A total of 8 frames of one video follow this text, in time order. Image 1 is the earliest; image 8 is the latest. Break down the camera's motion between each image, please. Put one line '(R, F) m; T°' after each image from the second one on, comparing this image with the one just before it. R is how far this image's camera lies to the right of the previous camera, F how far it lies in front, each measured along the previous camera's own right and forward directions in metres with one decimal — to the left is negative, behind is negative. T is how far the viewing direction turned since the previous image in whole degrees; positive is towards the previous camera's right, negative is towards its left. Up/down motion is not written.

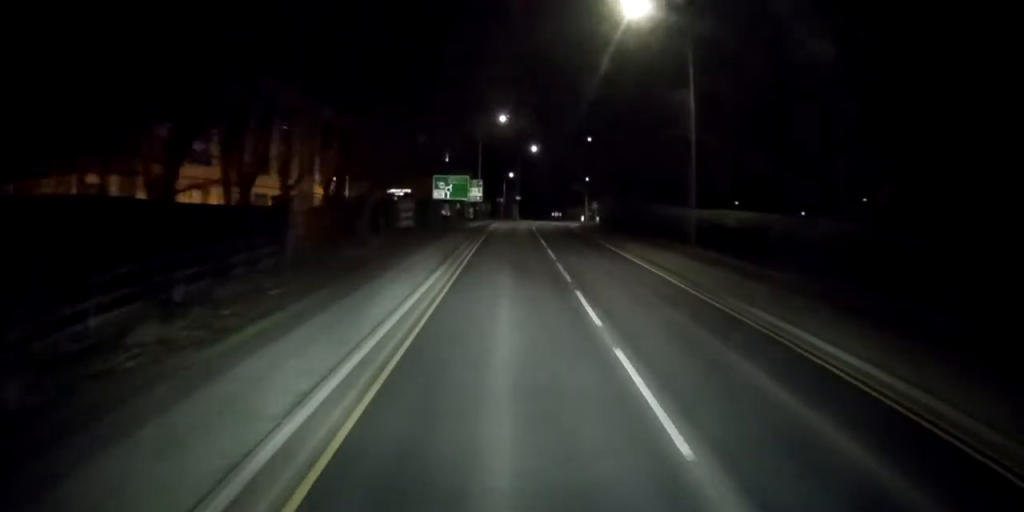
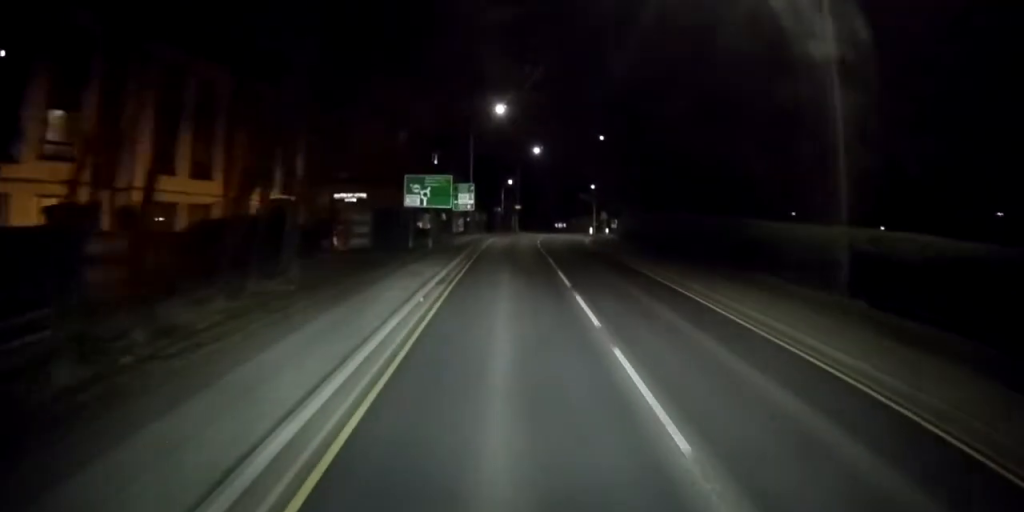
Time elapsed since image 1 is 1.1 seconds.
(+0.1, +12.0) m; +4°
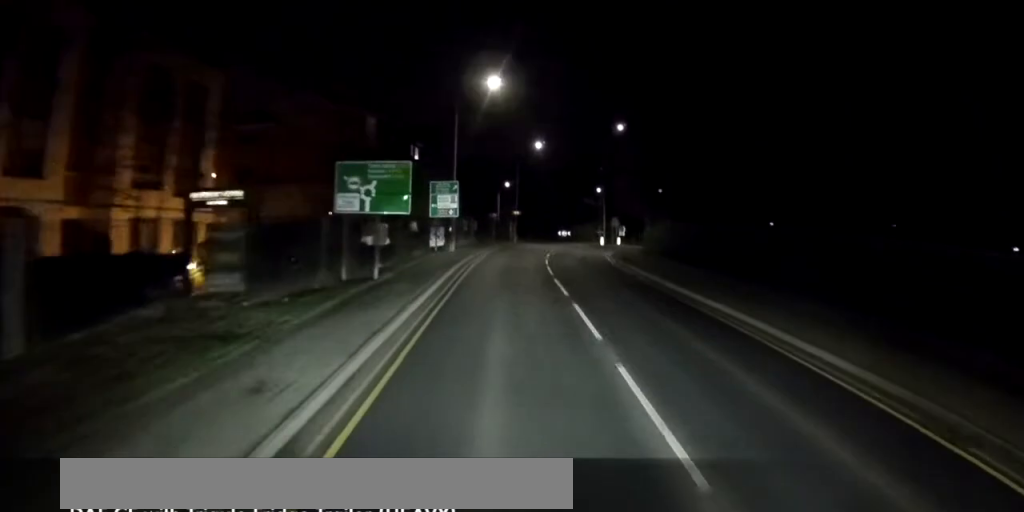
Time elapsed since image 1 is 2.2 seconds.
(+0.8, +12.4) m; +3°
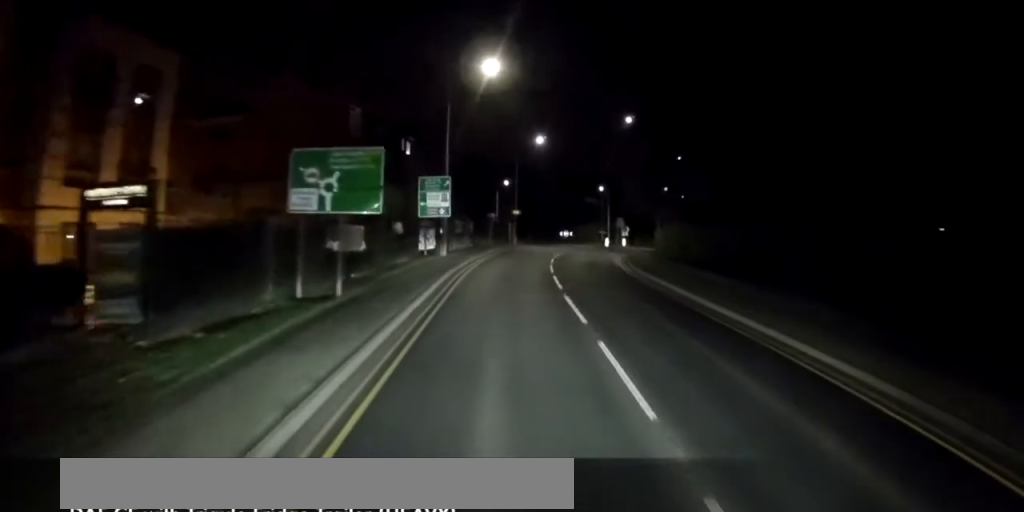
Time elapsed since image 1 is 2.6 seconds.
(0.0, +4.1) m; -2°
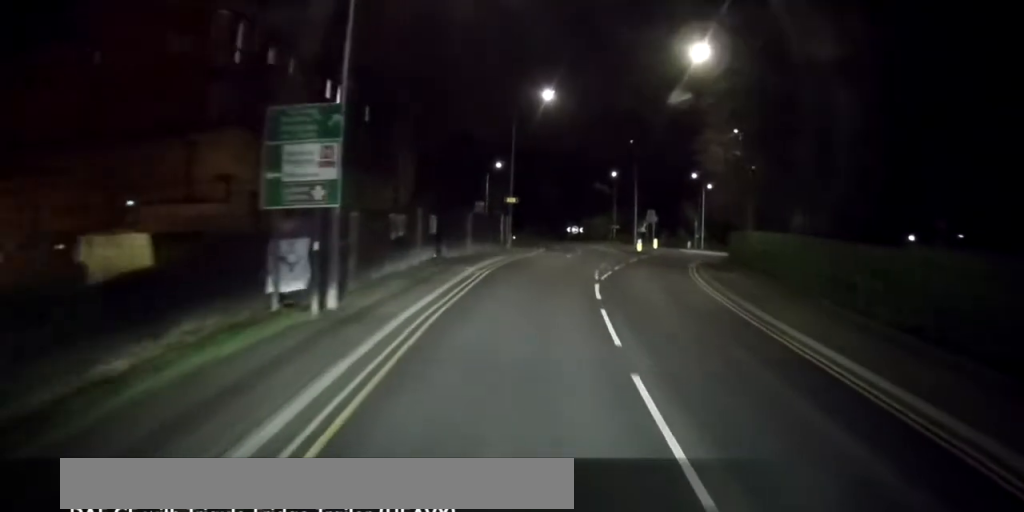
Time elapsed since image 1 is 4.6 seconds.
(-2.6, +20.5) m; -7°
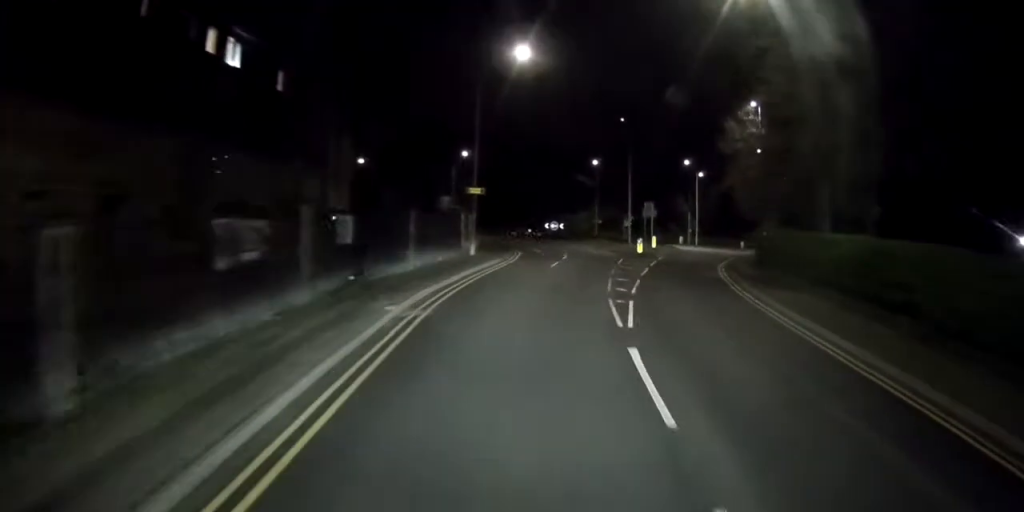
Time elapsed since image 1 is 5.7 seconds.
(+0.7, +10.4) m; +5°
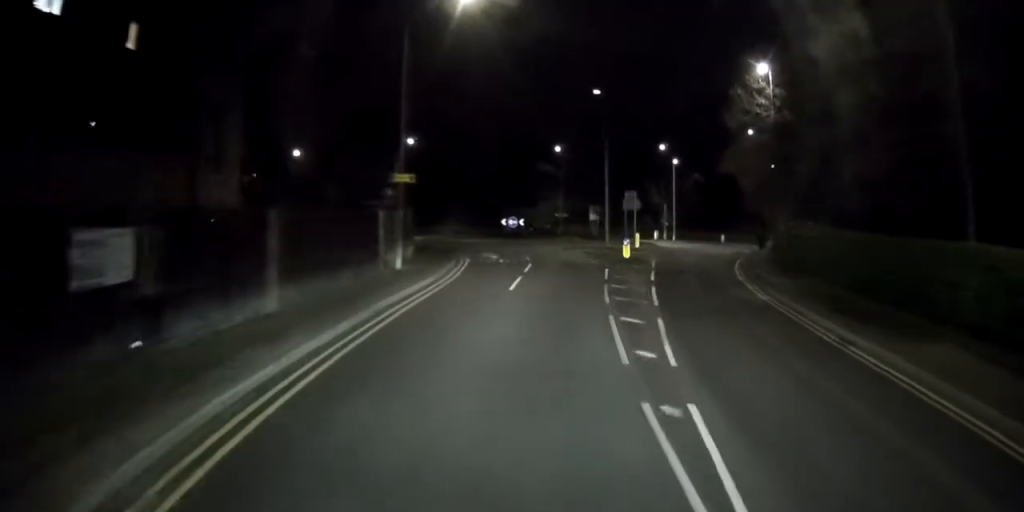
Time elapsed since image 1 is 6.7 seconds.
(+0.3, +9.7) m; +3°
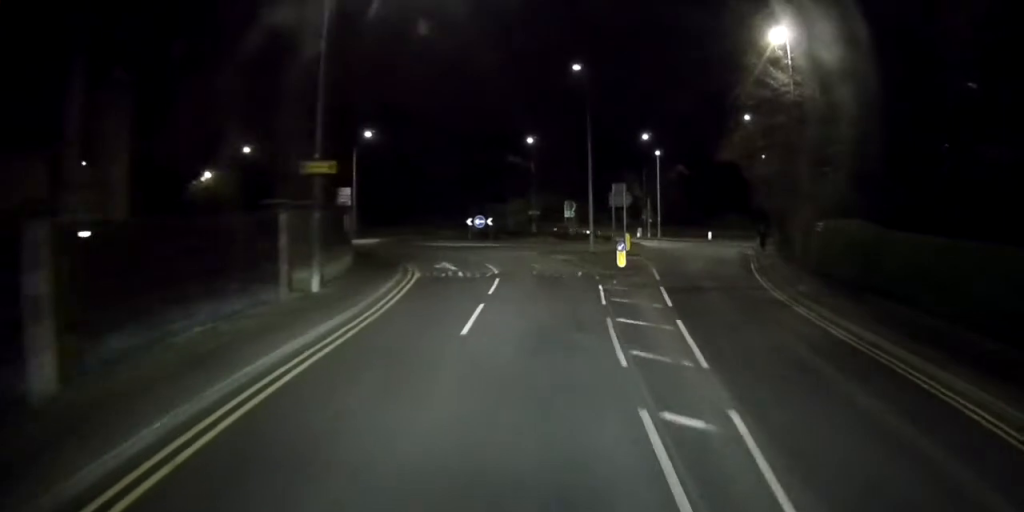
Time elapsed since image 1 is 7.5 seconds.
(+0.3, +6.8) m; +1°
